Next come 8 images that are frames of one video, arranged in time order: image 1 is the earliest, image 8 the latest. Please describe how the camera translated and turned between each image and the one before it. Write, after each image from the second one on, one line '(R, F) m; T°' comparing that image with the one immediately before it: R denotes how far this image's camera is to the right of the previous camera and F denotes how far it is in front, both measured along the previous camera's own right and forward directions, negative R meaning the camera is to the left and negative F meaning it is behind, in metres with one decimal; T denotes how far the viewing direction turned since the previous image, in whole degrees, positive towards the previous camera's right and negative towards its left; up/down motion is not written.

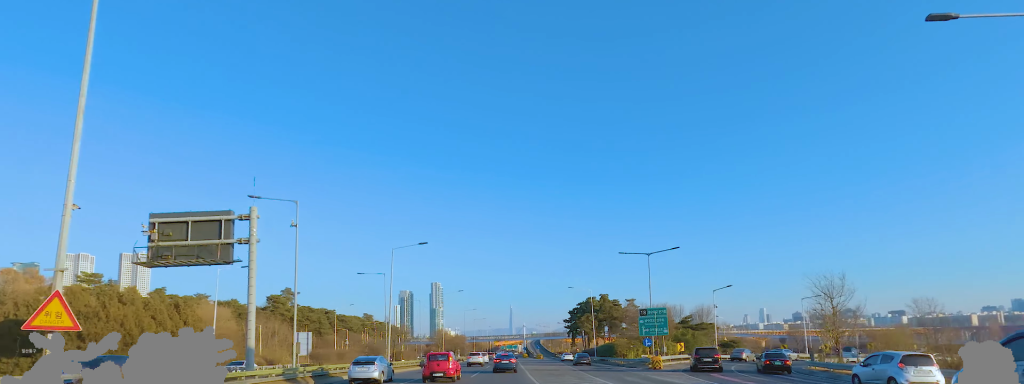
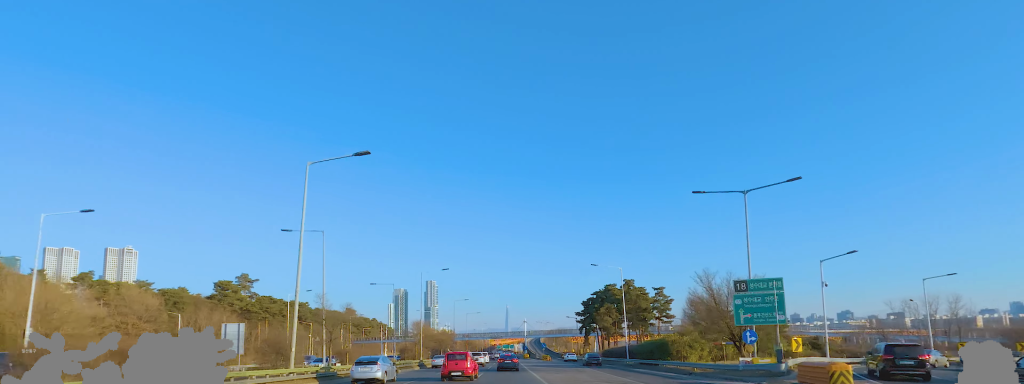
(+0.2, +22.0) m; +1°
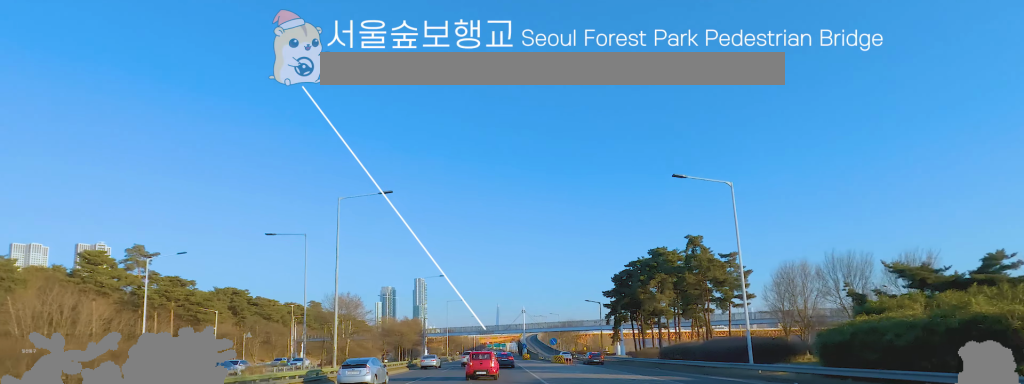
(-0.1, +32.3) m; 0°
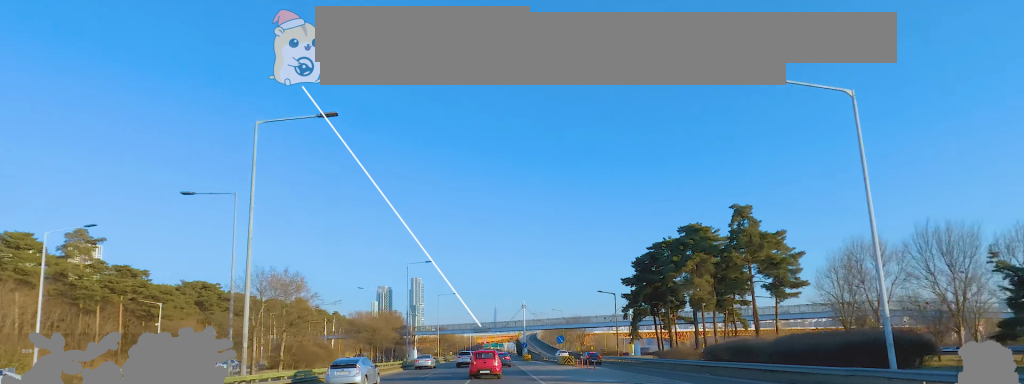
(+0.1, +11.5) m; 0°
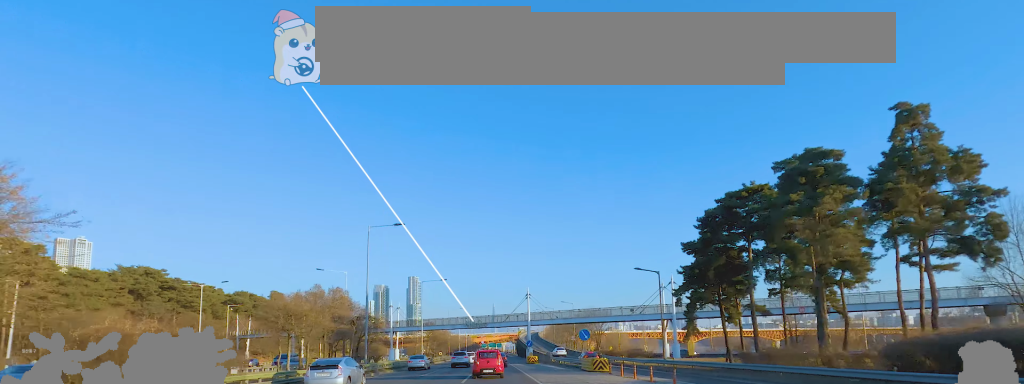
(+0.1, +18.3) m; 0°
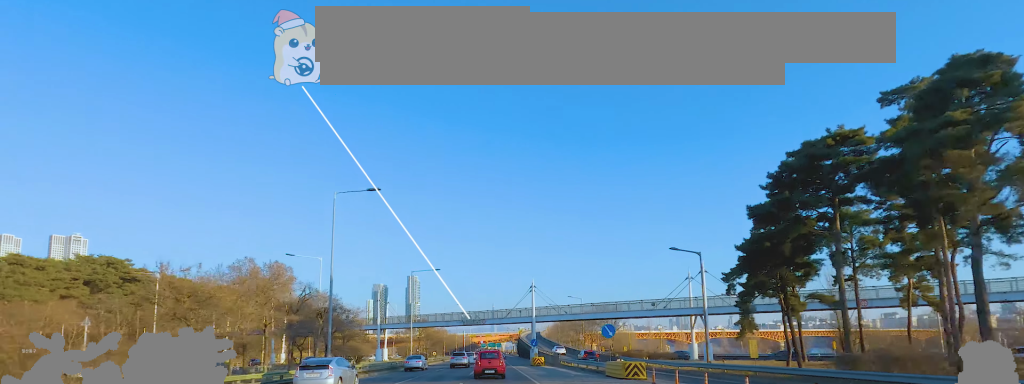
(-0.2, +9.6) m; 0°
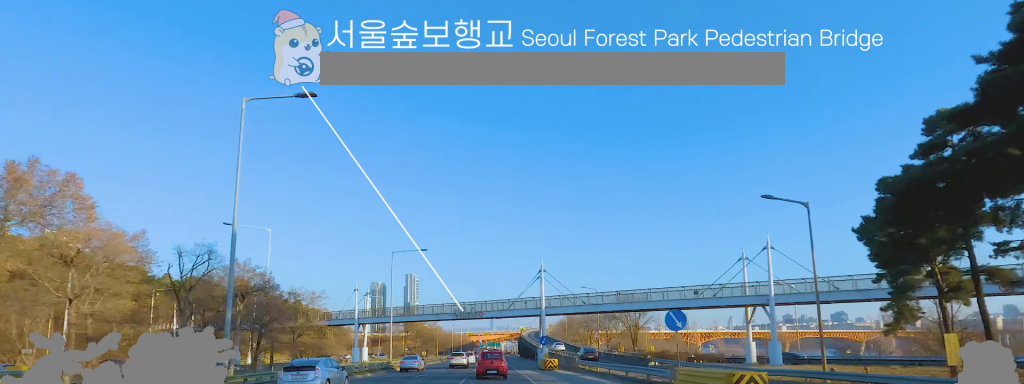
(+0.1, +13.4) m; +1°
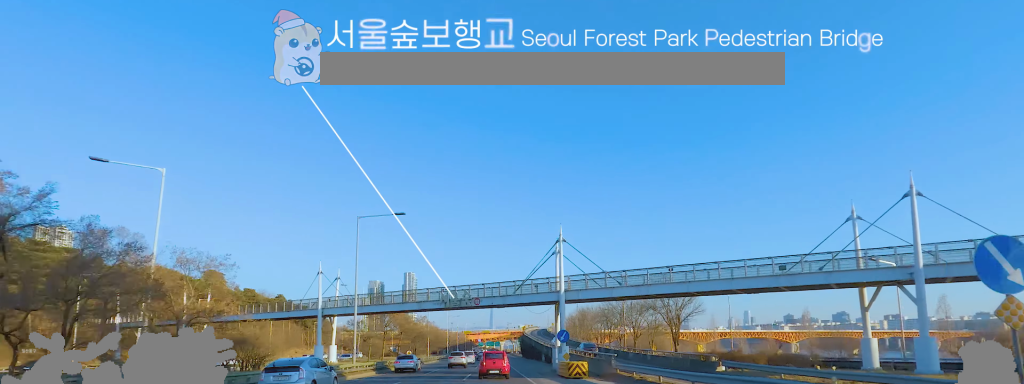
(+0.2, +15.1) m; +1°
